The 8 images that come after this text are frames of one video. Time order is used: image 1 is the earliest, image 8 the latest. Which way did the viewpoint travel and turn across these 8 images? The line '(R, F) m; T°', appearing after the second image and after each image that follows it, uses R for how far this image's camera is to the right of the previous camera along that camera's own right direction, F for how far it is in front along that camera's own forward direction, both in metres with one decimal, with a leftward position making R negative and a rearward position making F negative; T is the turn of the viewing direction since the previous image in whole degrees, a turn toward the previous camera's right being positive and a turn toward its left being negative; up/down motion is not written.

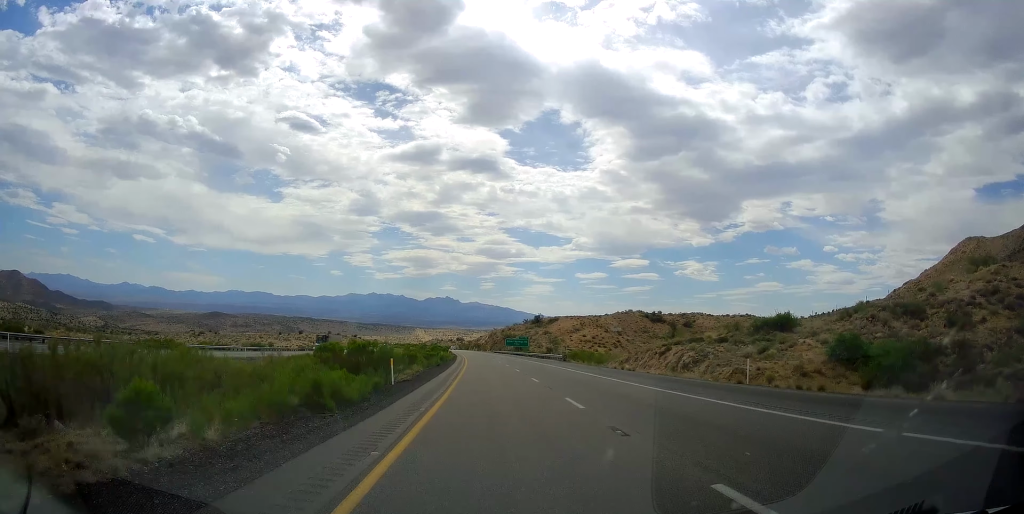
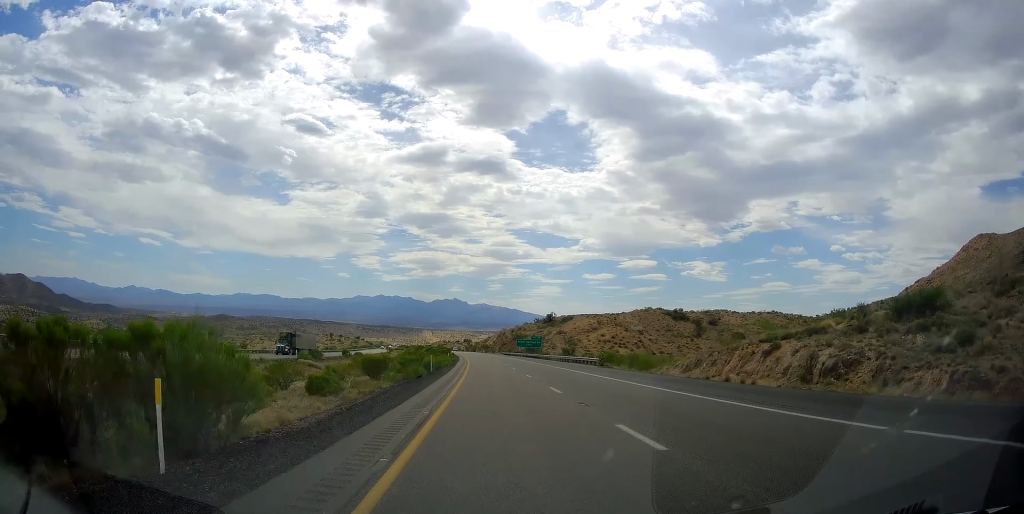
(+0.2, +19.0) m; -1°
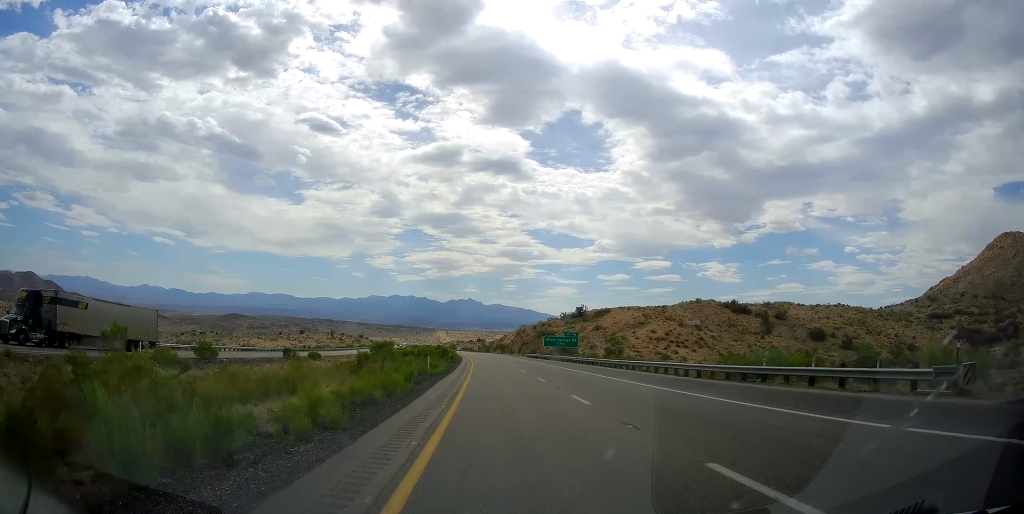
(-1.1, +41.1) m; -1°
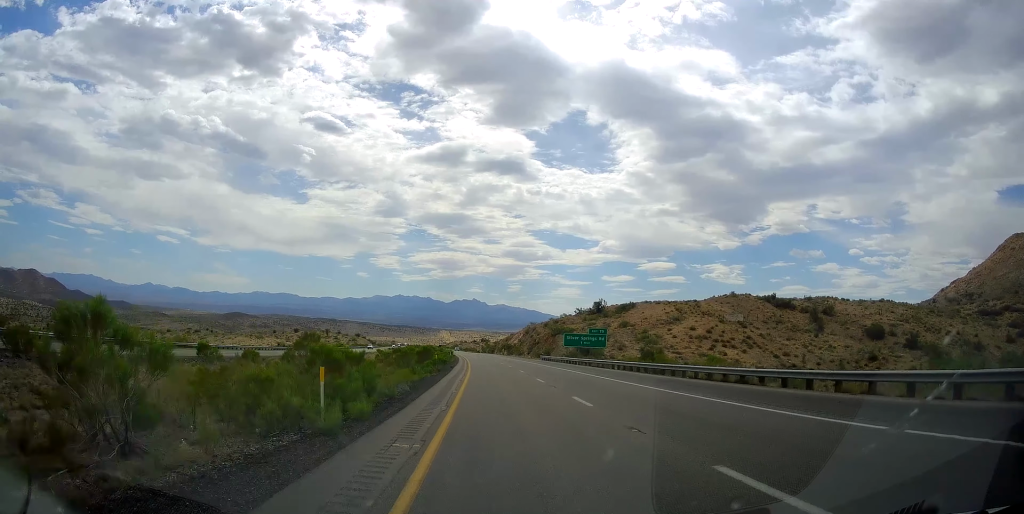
(+0.4, +24.6) m; 0°
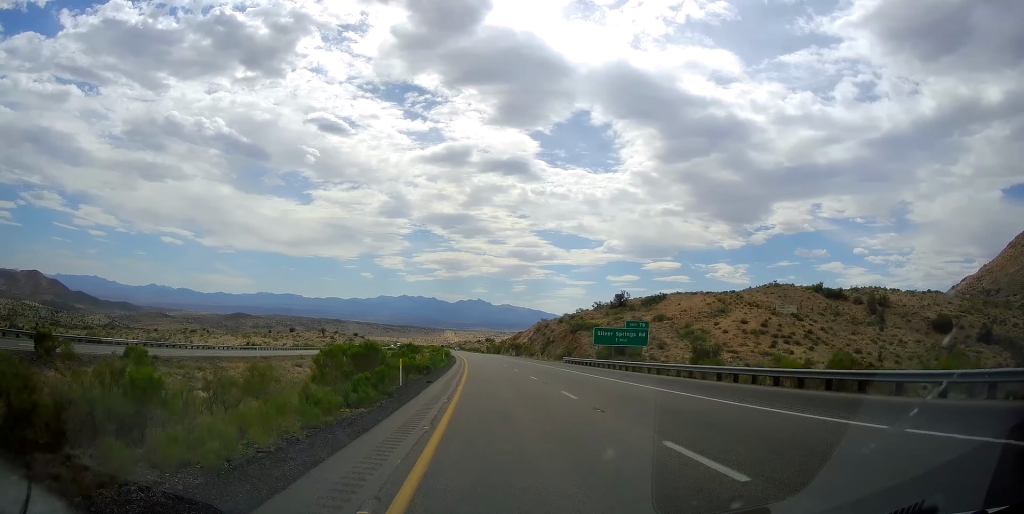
(-0.2, +22.3) m; -1°
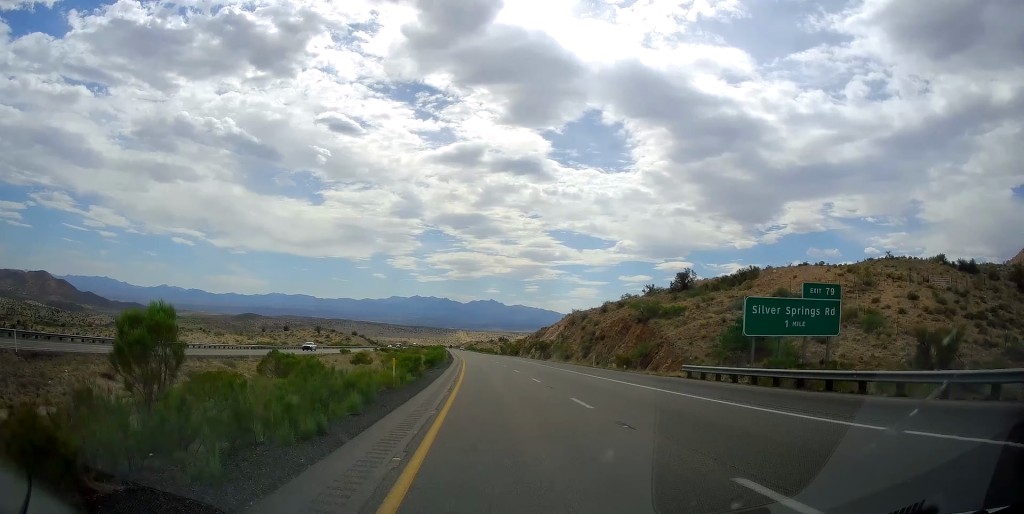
(-0.8, +39.7) m; -2°
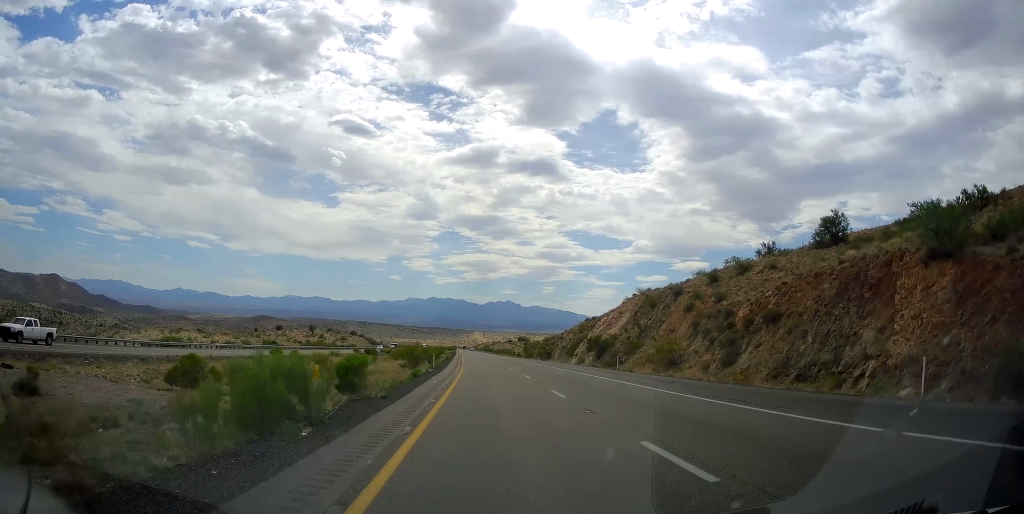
(-0.8, +45.5) m; -1°
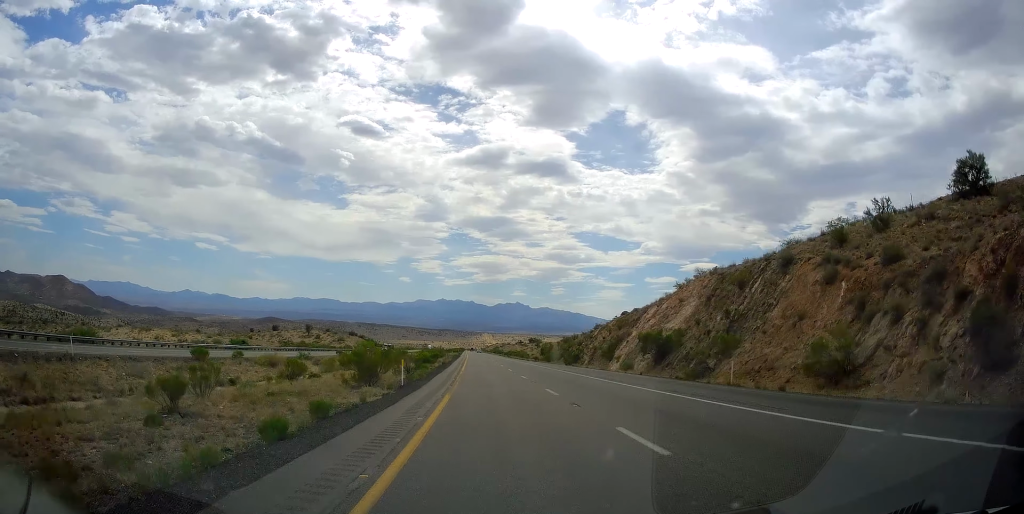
(0.0, +22.2) m; -1°
